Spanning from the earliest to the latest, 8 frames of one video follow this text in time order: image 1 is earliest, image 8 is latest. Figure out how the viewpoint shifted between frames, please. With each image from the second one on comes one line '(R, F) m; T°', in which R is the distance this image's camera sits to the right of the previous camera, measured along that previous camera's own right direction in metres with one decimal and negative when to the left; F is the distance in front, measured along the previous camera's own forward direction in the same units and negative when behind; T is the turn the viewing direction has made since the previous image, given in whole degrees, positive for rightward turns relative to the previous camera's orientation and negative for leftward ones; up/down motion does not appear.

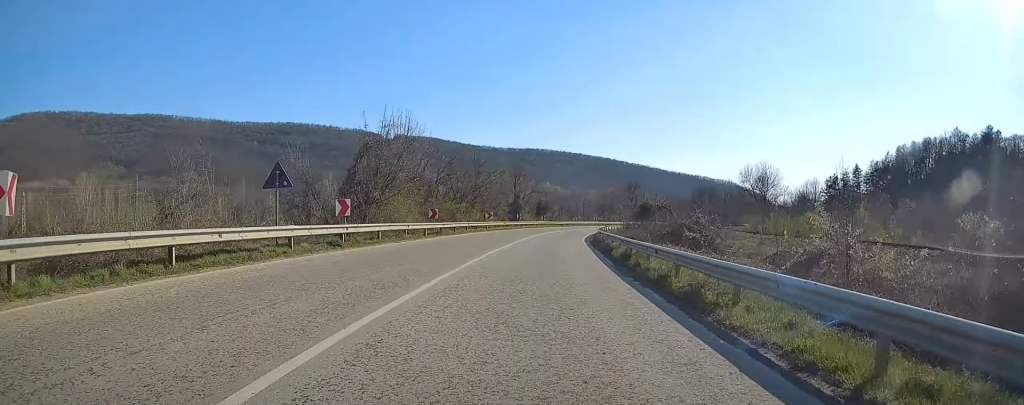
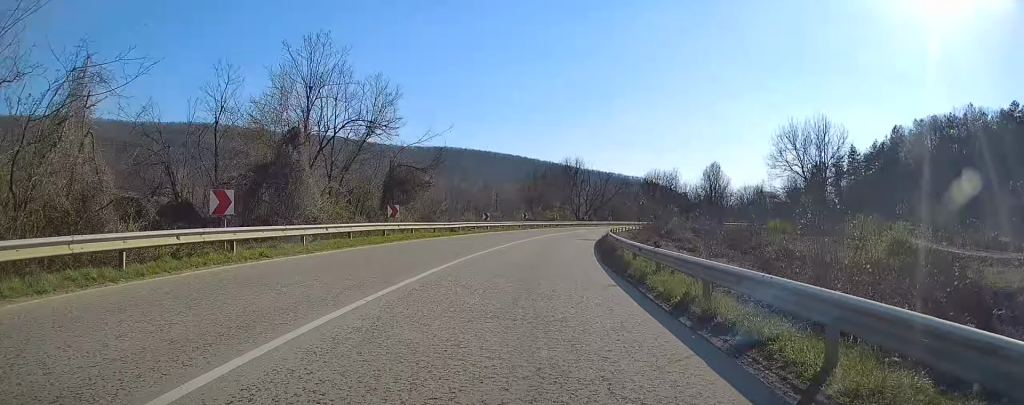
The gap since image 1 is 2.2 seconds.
(+5.5, +55.5) m; +10°
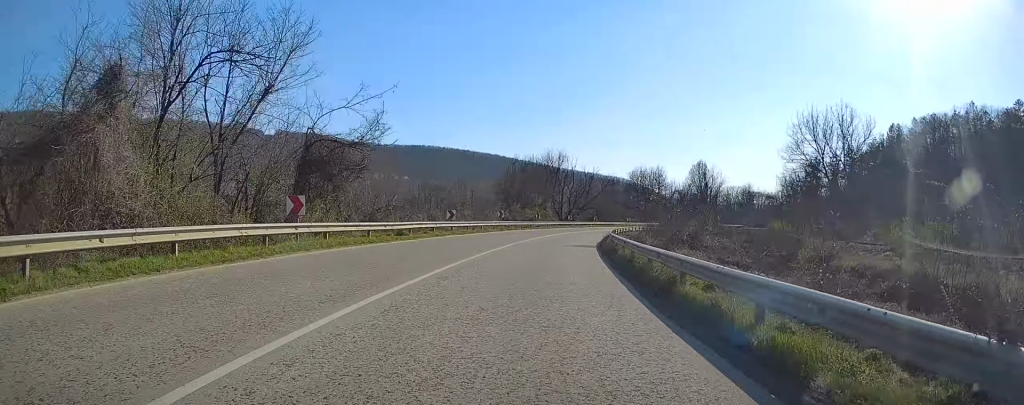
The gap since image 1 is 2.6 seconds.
(+0.1, +10.2) m; +2°
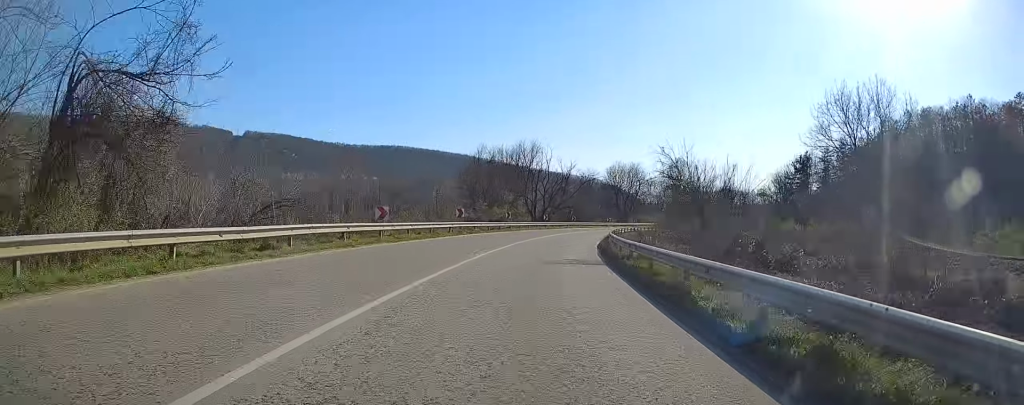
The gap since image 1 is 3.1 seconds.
(+0.2, +12.0) m; +2°
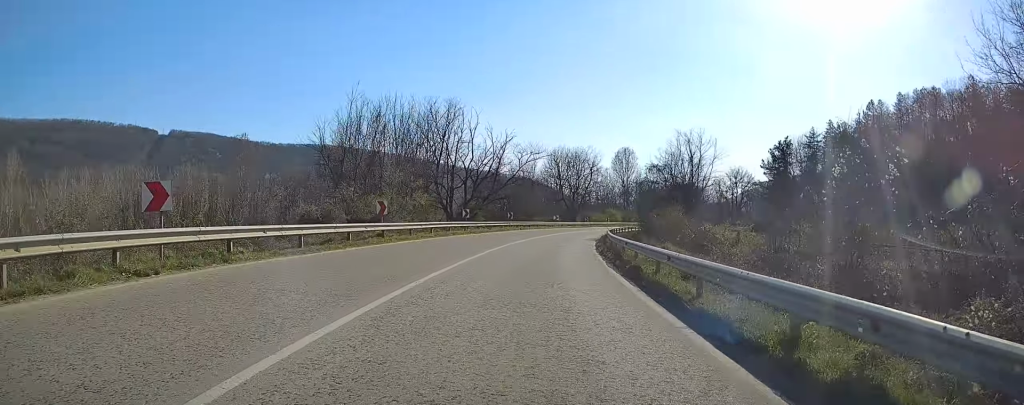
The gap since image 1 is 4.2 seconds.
(+1.3, +29.0) m; +6°
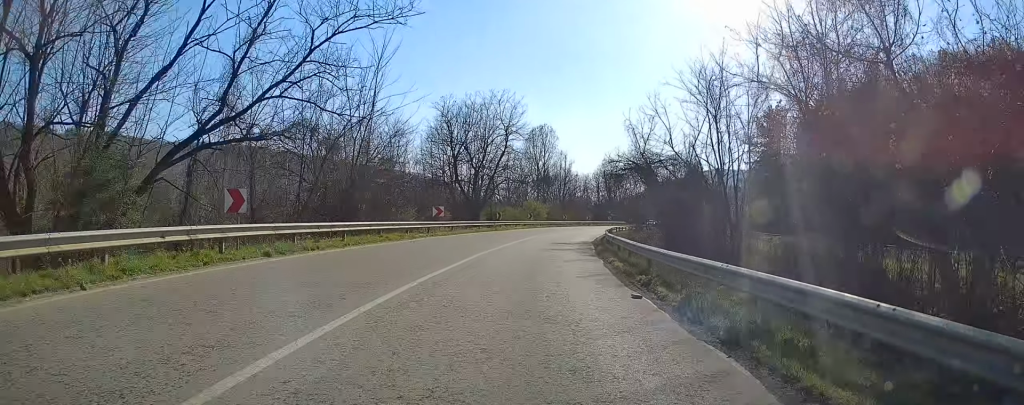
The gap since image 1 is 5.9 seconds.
(+3.3, +42.9) m; +8°
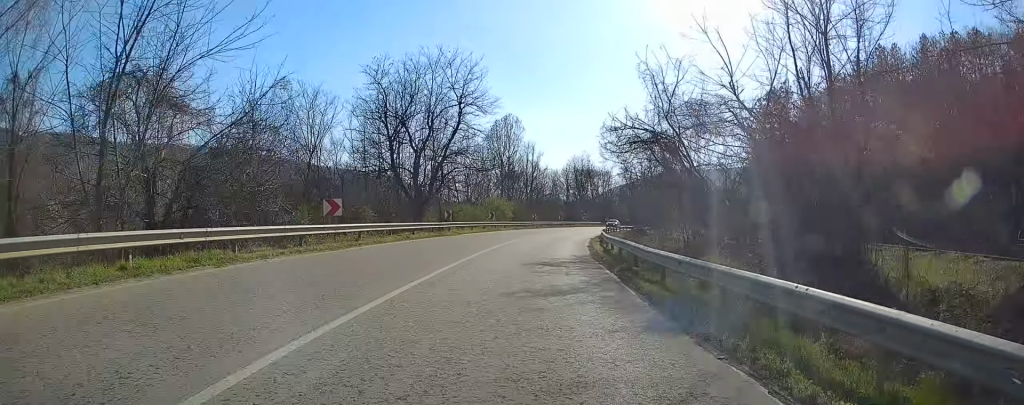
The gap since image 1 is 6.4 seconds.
(+0.2, +14.8) m; +3°
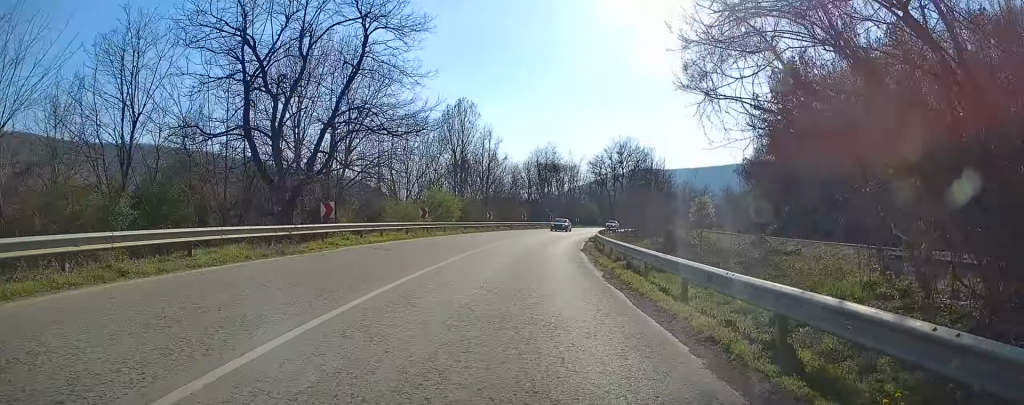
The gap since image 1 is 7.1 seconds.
(+0.5, +18.4) m; +3°
